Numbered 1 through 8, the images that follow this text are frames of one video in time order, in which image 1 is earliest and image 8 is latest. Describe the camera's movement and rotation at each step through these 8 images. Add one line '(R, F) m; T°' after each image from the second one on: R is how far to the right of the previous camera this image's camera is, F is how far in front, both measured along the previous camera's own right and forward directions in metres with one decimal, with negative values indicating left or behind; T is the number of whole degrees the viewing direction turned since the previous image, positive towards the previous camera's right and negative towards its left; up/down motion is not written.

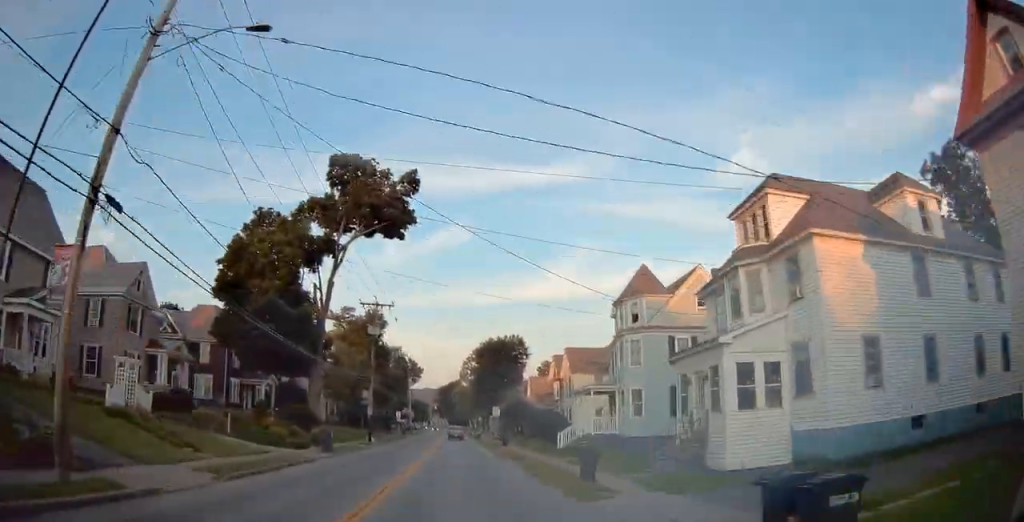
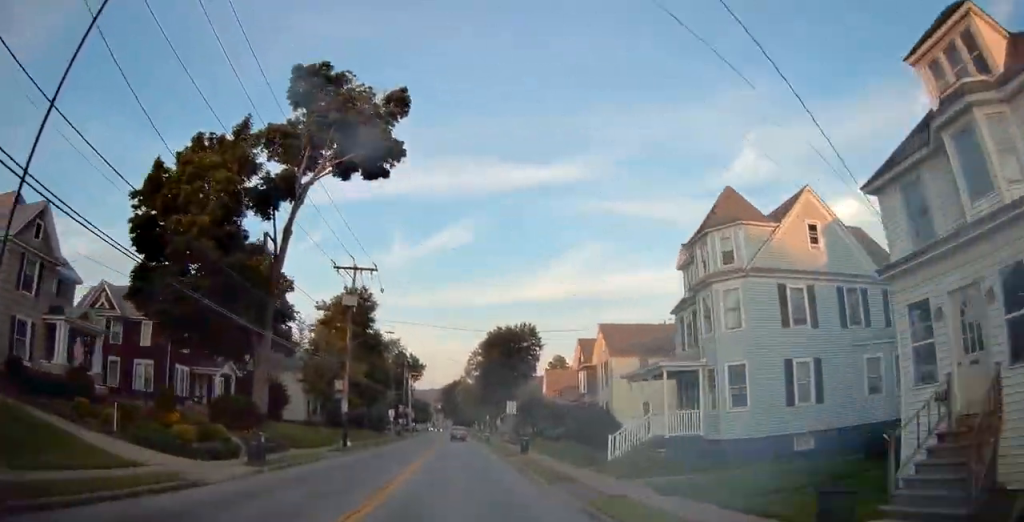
(0.0, +11.9) m; 0°
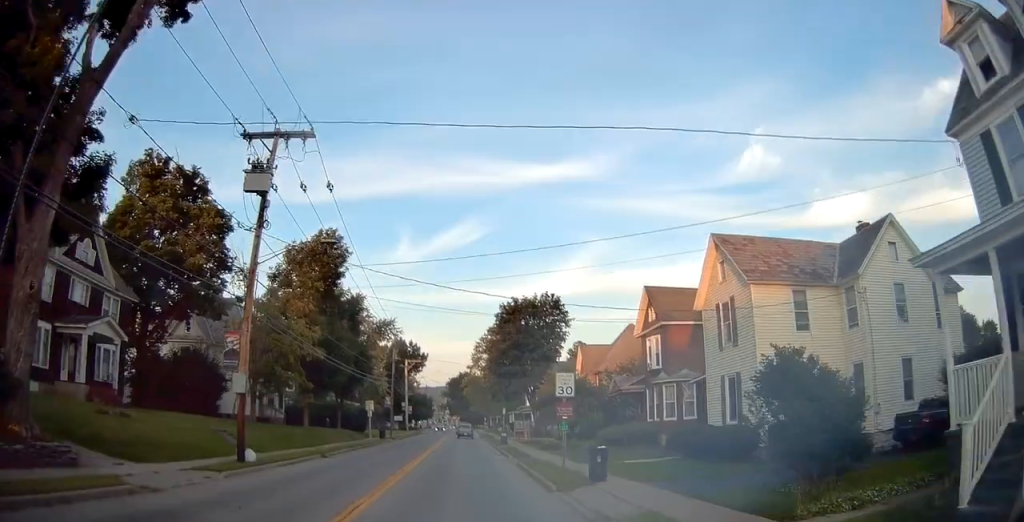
(+0.5, +18.6) m; +1°
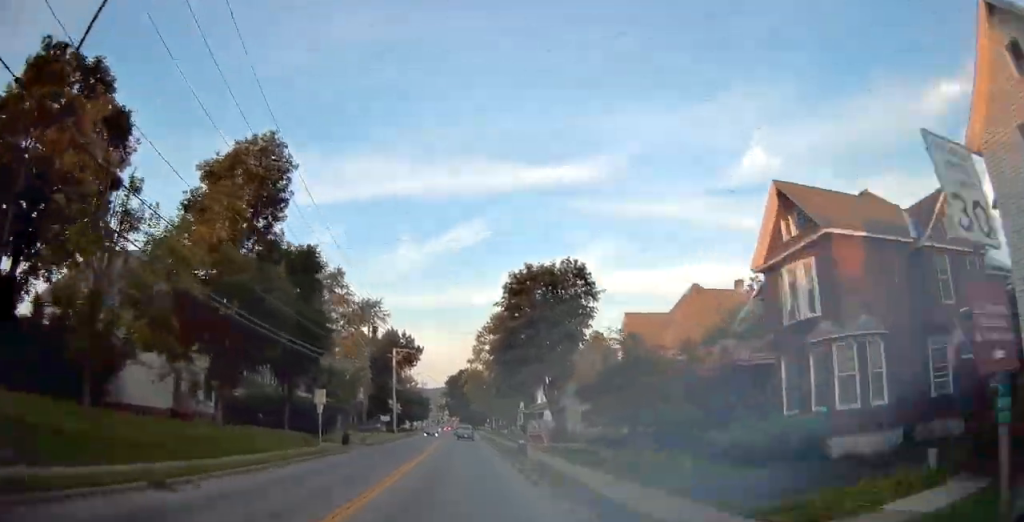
(0.0, +15.8) m; -1°
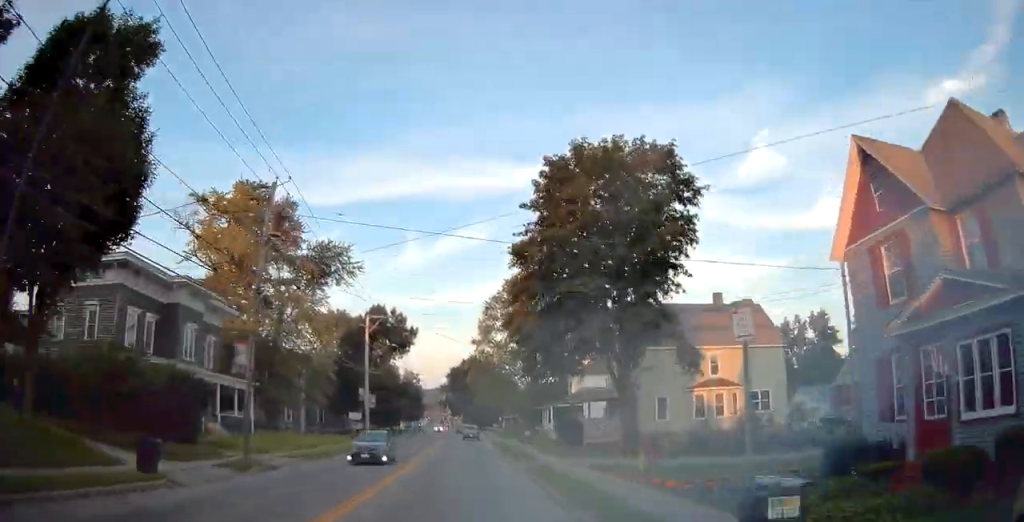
(-0.3, +25.1) m; -2°
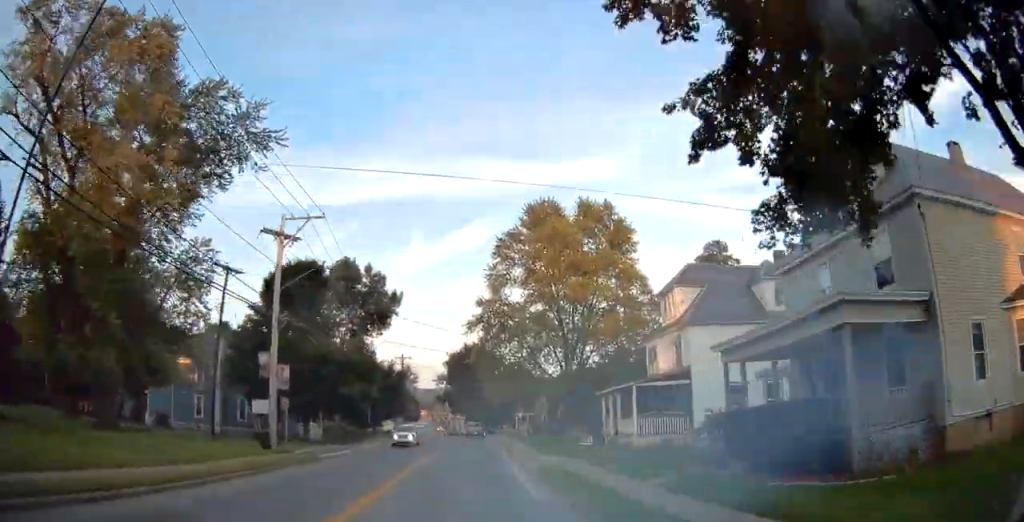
(-0.5, +27.9) m; -1°
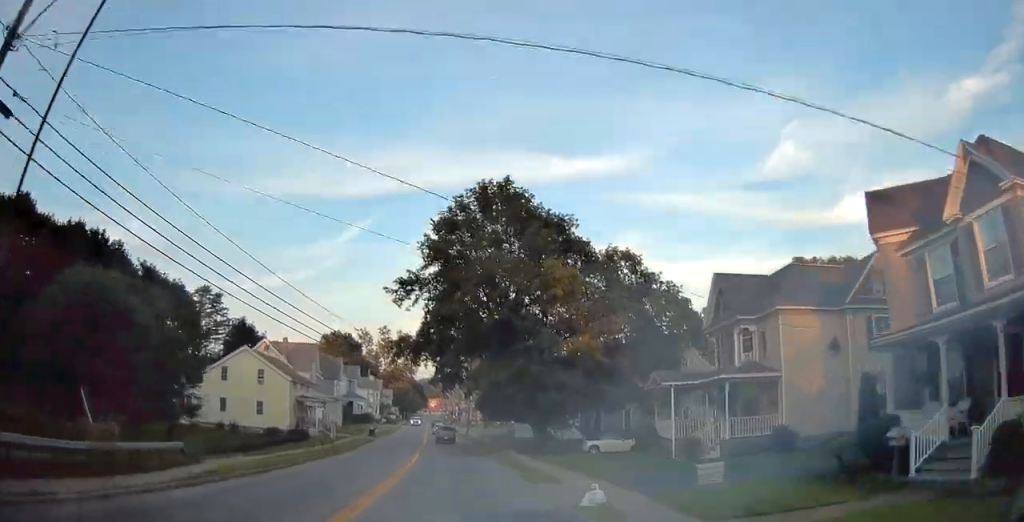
(-0.7, +76.2) m; -2°
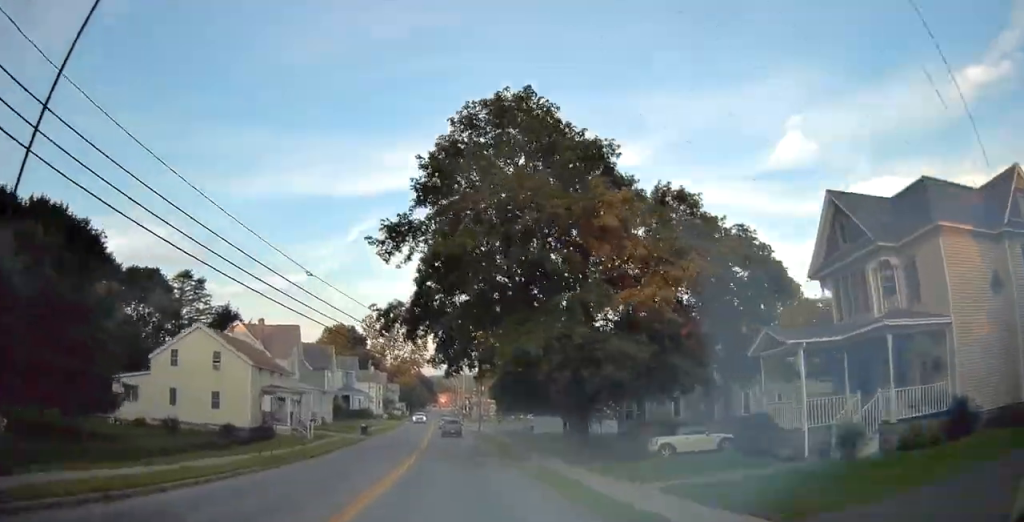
(-0.1, +10.6) m; 0°
